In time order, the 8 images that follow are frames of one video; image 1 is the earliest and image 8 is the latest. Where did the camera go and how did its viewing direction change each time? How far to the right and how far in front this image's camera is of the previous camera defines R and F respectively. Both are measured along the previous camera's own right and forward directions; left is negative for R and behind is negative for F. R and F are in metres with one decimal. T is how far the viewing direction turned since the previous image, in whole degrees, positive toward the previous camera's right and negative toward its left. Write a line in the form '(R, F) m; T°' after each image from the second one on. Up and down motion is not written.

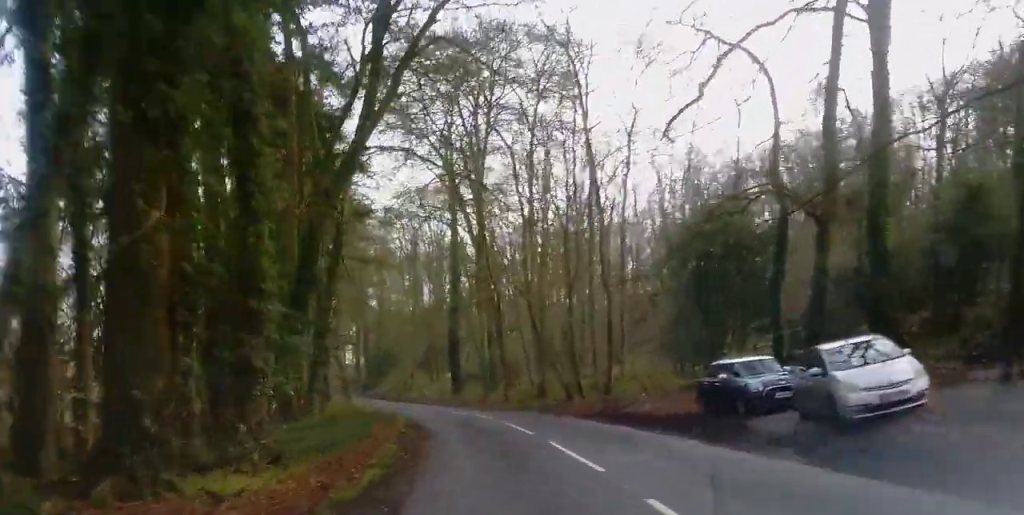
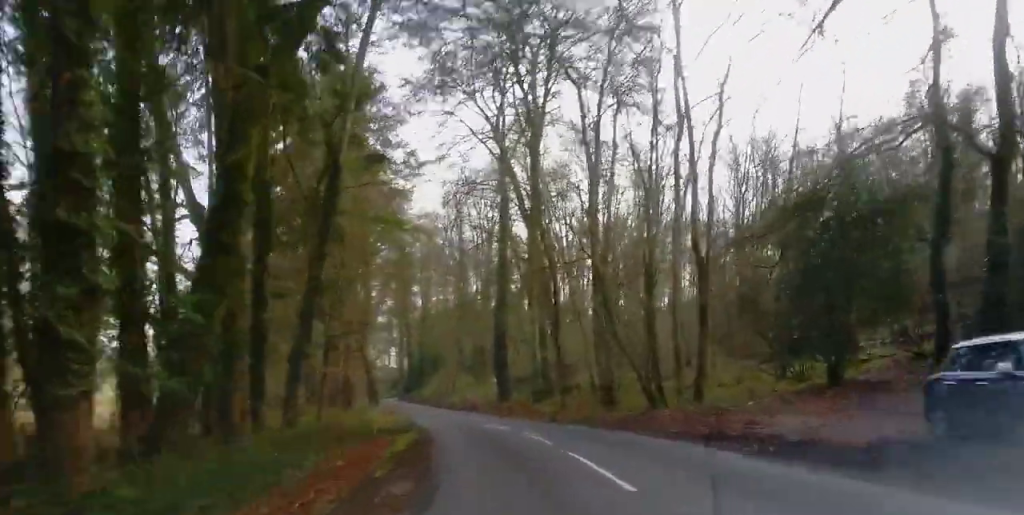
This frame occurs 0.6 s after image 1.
(-0.5, +10.0) m; -3°
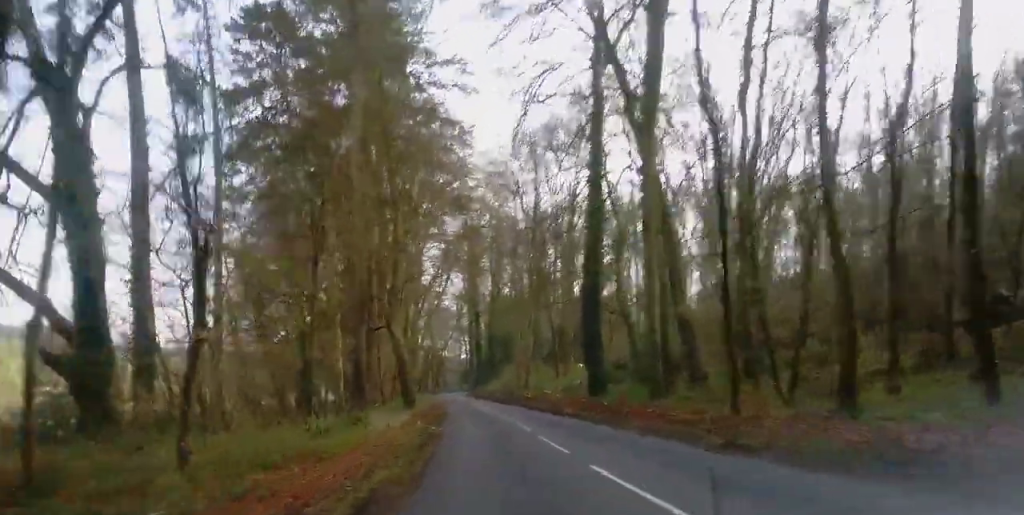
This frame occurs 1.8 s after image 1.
(-0.8, +18.8) m; -3°
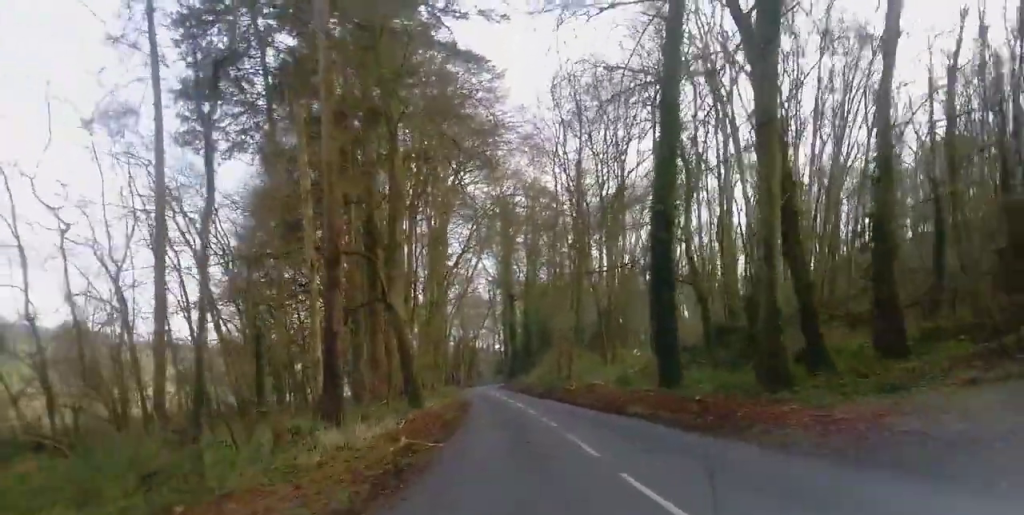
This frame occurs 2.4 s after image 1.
(-0.1, +11.0) m; +2°
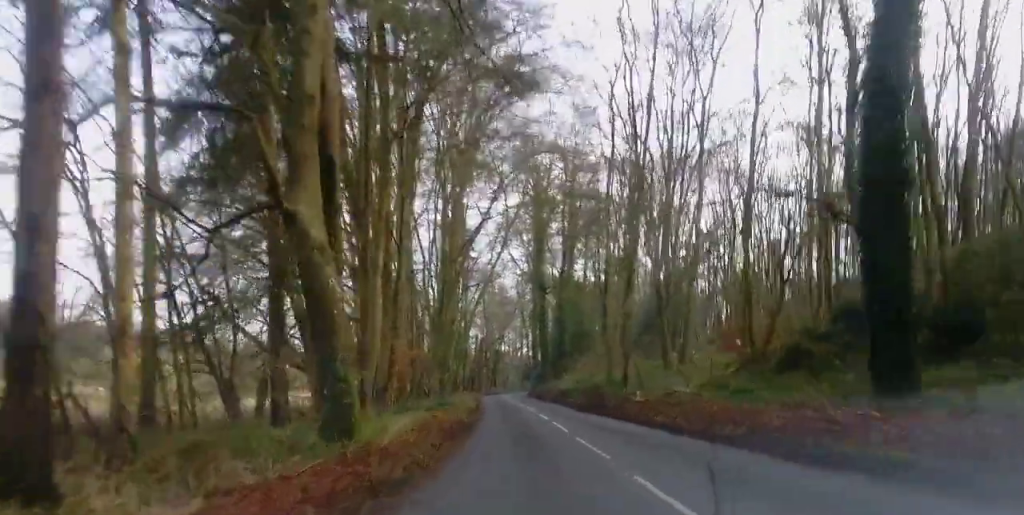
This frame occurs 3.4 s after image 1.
(+0.6, +17.4) m; +3°
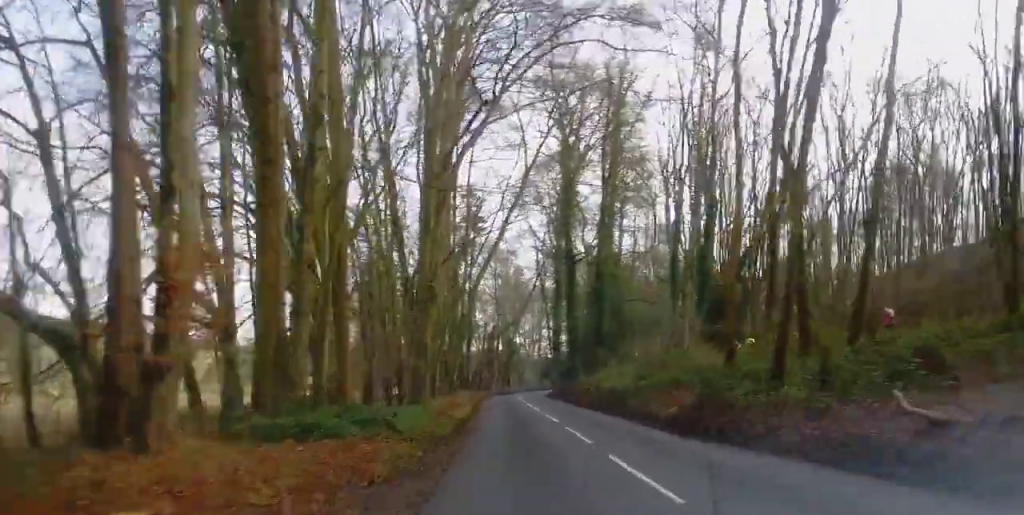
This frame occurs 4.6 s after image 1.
(-2.3, +21.4) m; -17°
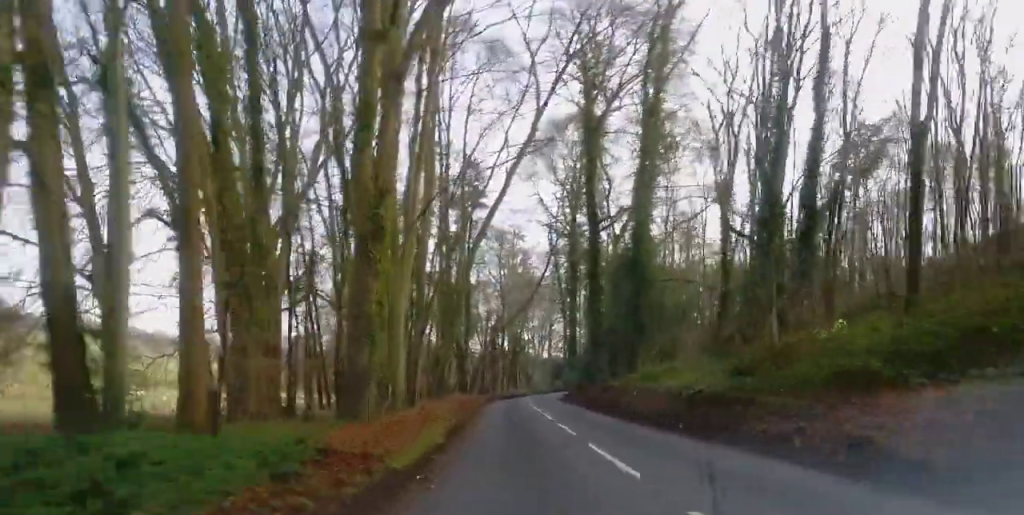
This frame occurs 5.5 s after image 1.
(-1.8, +14.2) m; -3°
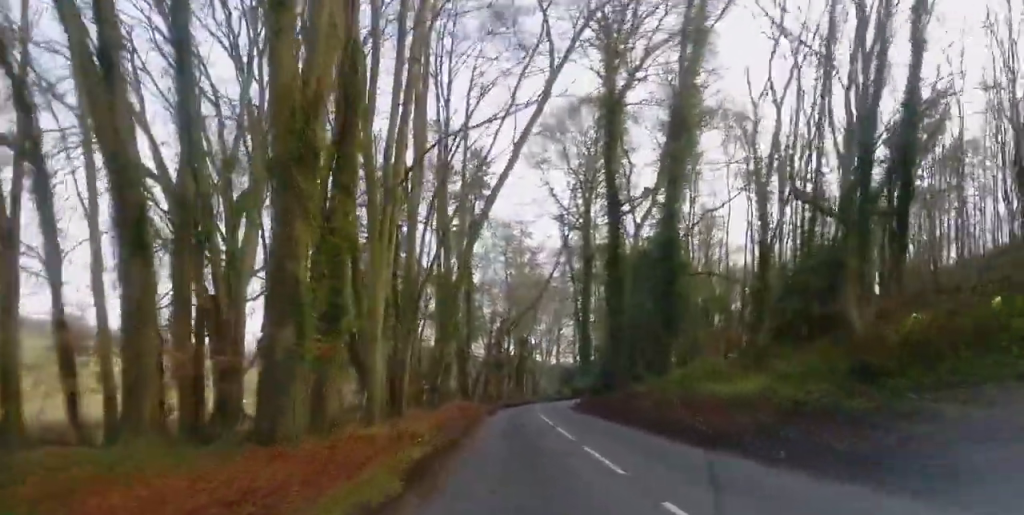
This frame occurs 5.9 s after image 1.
(+1.0, +7.5) m; +4°
